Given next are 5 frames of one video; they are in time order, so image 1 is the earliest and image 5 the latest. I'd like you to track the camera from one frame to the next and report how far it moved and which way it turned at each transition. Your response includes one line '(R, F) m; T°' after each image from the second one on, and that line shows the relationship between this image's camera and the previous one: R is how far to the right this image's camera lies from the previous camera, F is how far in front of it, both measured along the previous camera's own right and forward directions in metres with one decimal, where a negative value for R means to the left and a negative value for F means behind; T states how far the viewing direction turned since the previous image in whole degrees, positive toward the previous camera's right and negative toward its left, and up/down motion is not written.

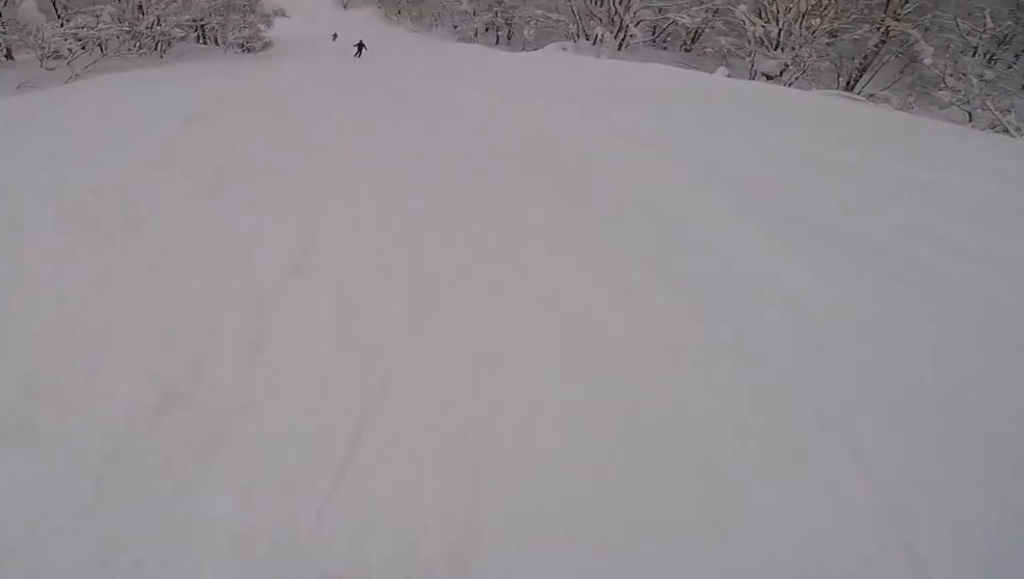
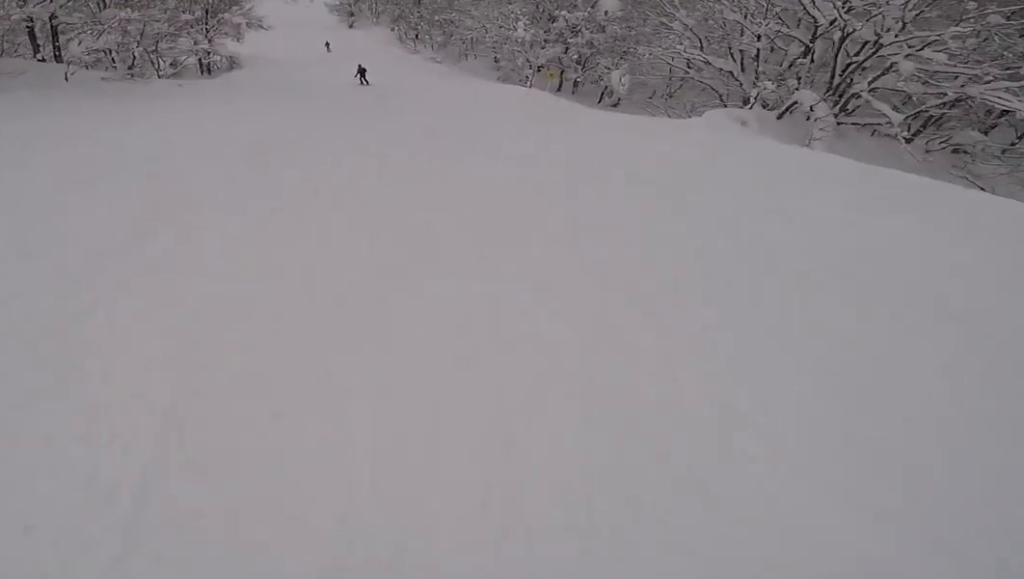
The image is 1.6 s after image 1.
(+0.1, +19.7) m; -1°
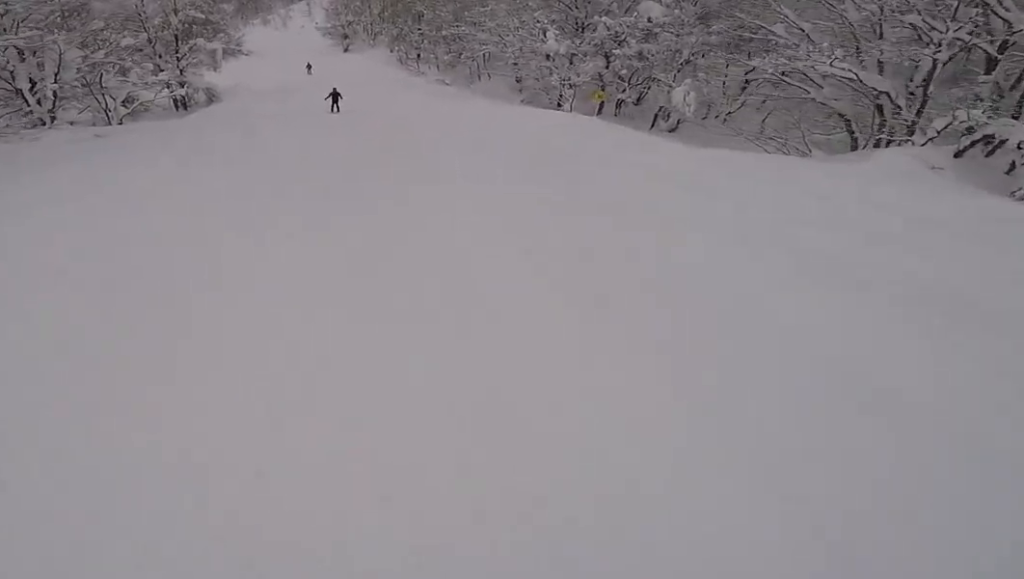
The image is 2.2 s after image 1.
(-0.5, +7.4) m; -3°
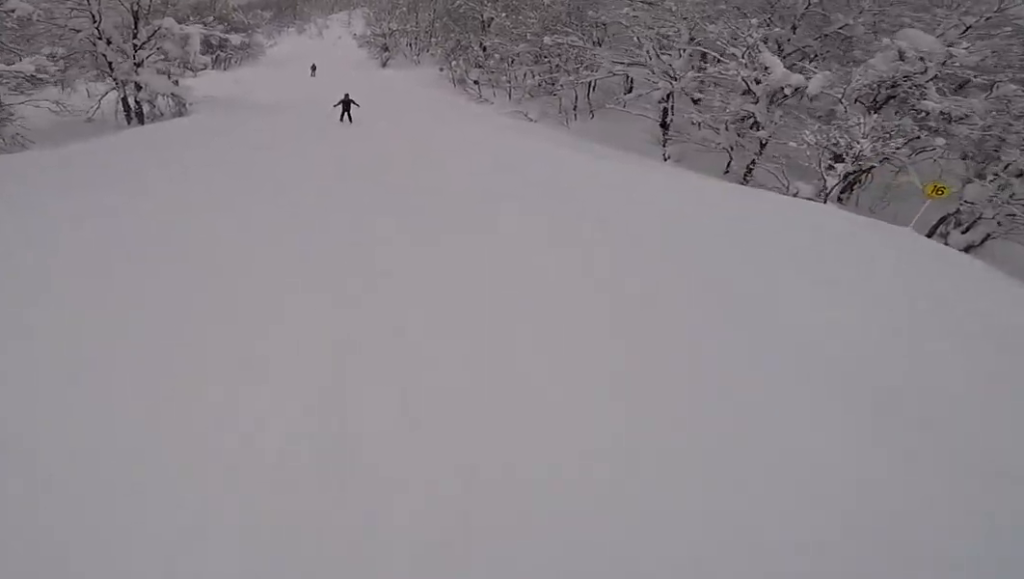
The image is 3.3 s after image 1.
(-0.7, +15.6) m; -3°
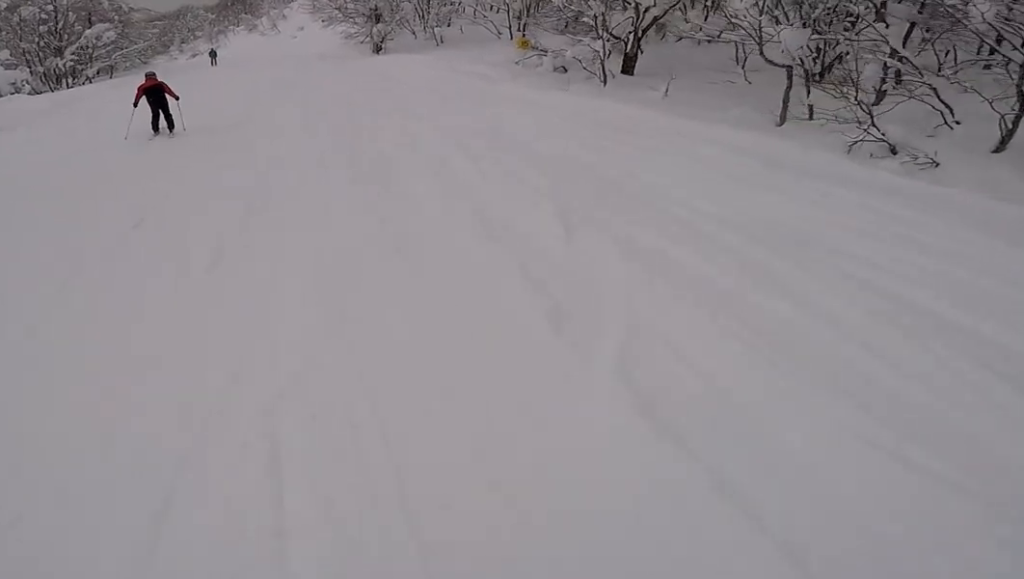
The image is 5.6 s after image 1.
(0.0, +31.0) m; 0°
